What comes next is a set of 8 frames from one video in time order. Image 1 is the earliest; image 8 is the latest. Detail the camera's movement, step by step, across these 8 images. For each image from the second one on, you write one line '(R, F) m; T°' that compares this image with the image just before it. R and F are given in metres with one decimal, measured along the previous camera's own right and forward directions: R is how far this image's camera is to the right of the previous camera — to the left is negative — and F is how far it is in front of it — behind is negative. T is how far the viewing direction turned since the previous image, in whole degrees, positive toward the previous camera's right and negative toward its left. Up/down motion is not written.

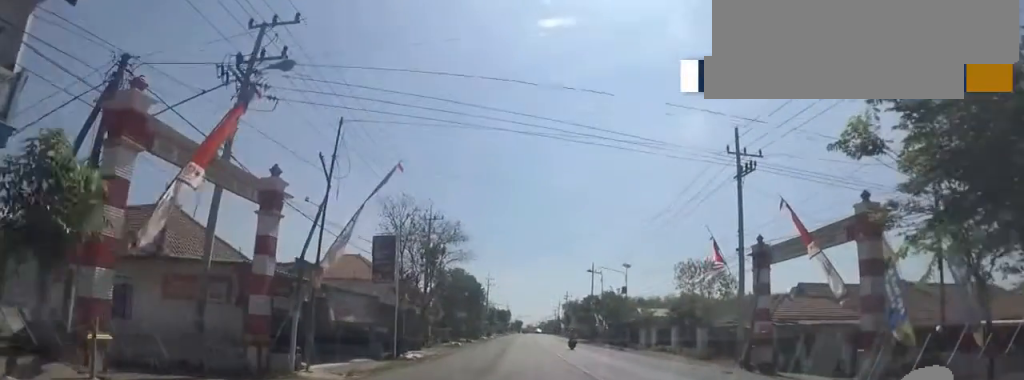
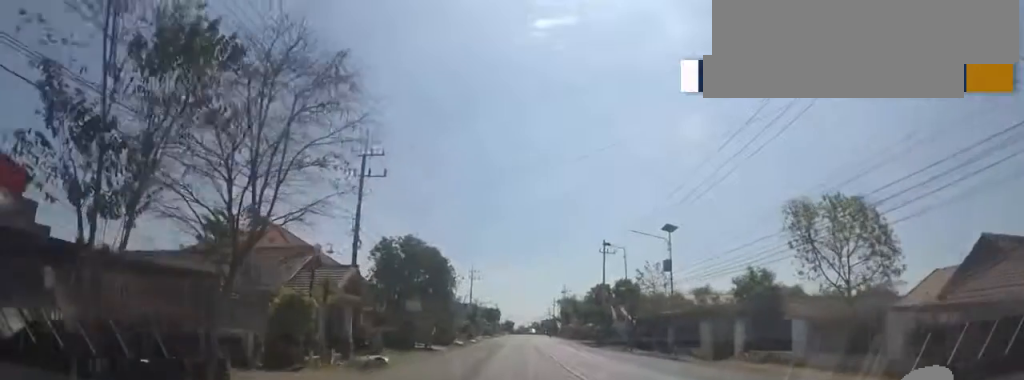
(-0.8, +16.8) m; +2°
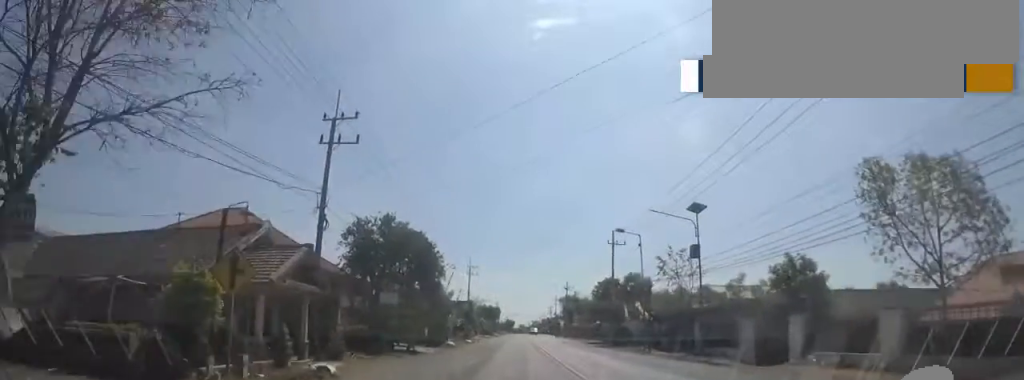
(+0.2, +4.9) m; +2°
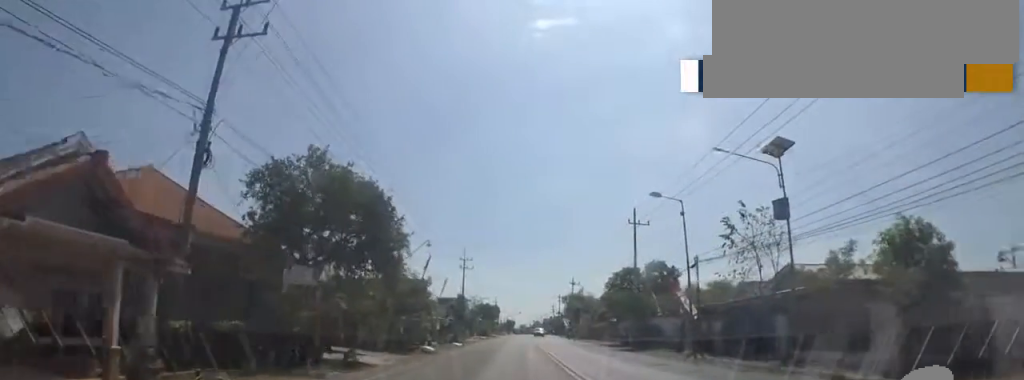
(0.0, +9.2) m; 0°
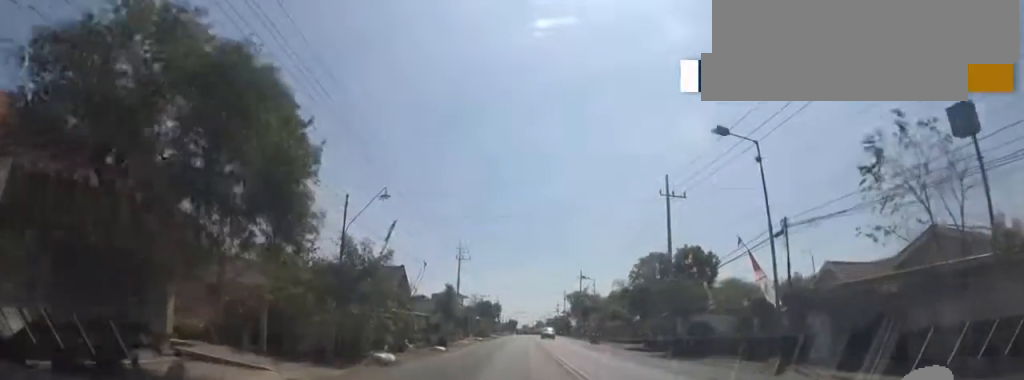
(0.0, +8.5) m; 0°
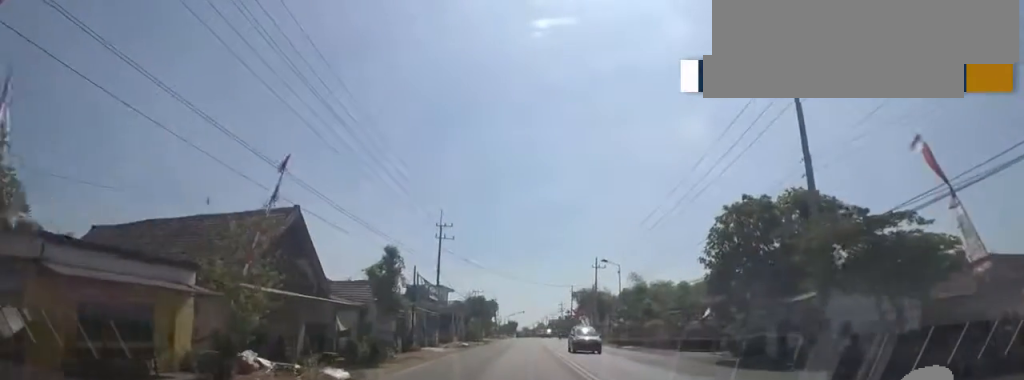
(0.0, +16.0) m; 0°
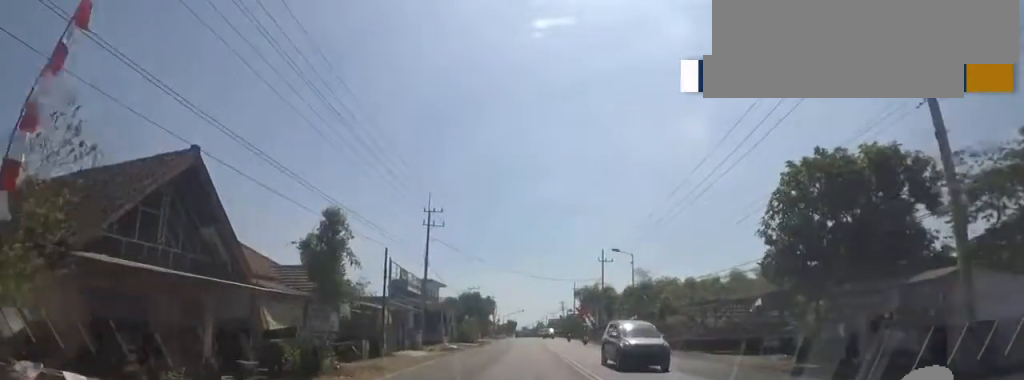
(0.0, +5.9) m; 0°
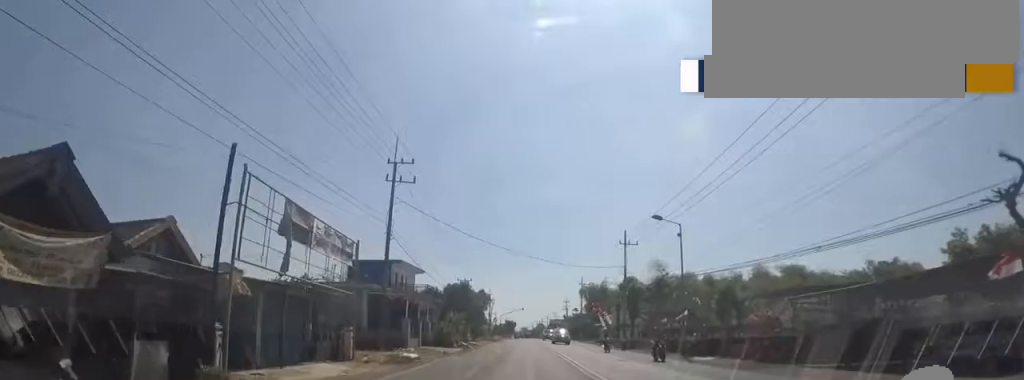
(0.0, +12.5) m; 0°
